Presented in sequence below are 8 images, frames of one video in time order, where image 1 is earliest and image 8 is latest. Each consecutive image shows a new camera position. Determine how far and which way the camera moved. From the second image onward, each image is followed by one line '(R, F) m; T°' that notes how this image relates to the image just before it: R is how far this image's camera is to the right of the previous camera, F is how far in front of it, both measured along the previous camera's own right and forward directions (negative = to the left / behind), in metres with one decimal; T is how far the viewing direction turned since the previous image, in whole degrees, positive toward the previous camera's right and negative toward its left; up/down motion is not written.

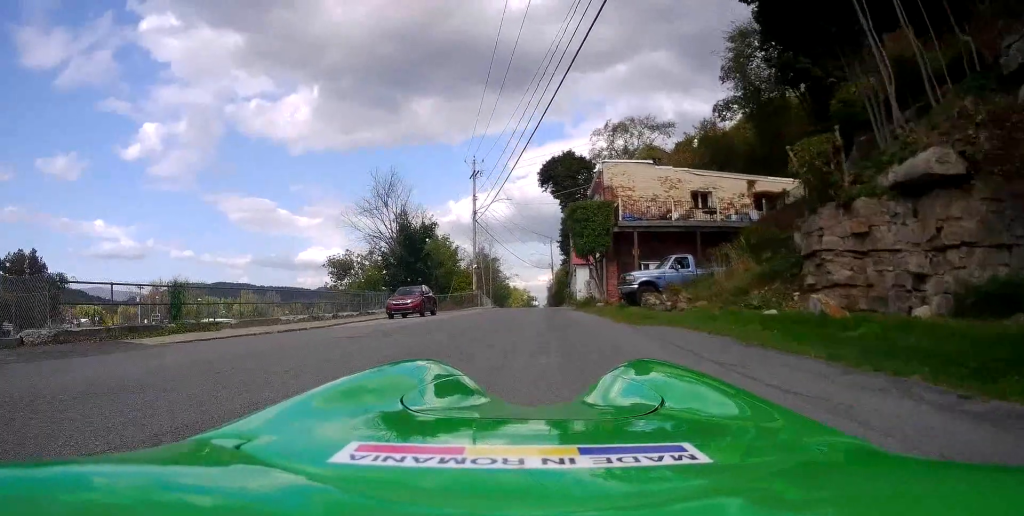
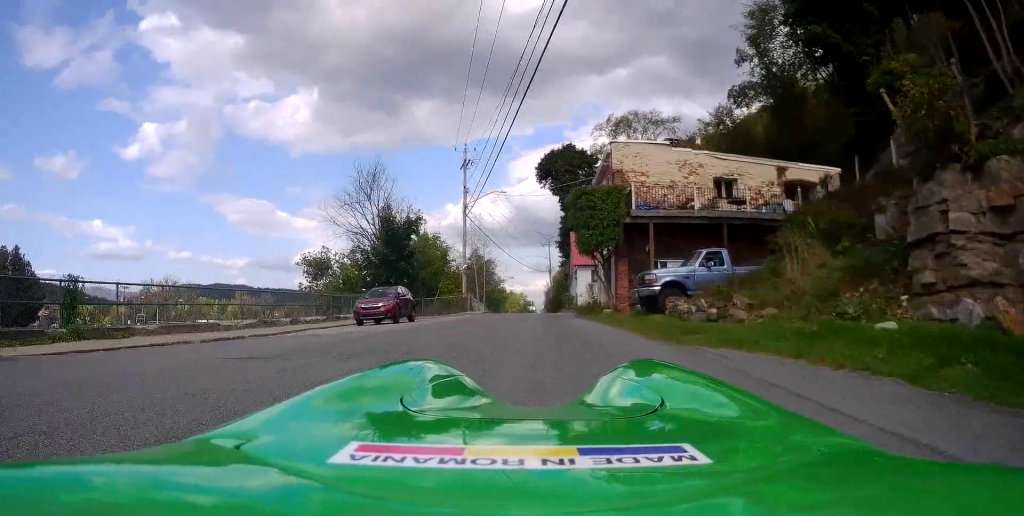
(0.0, +4.6) m; -2°
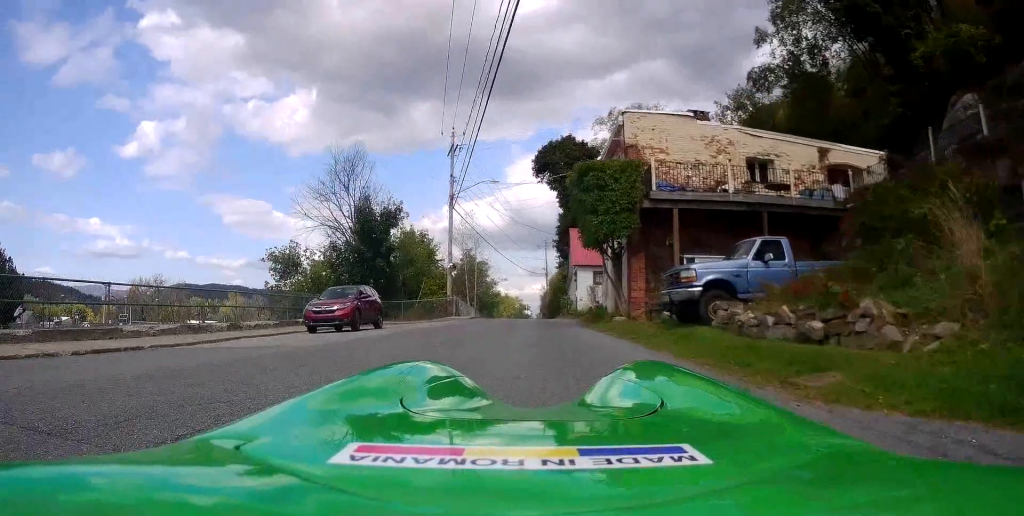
(-0.2, +4.8) m; -2°
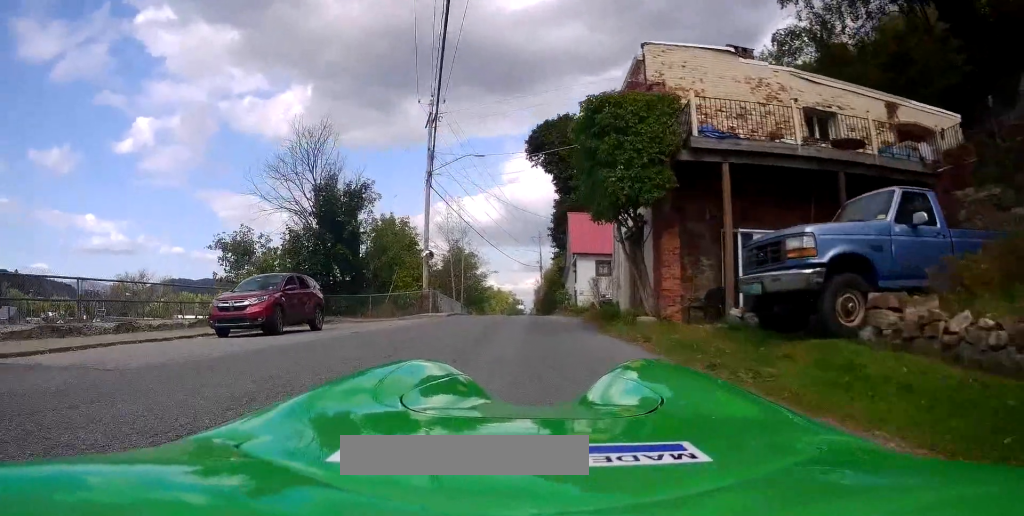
(0.0, +5.7) m; +1°
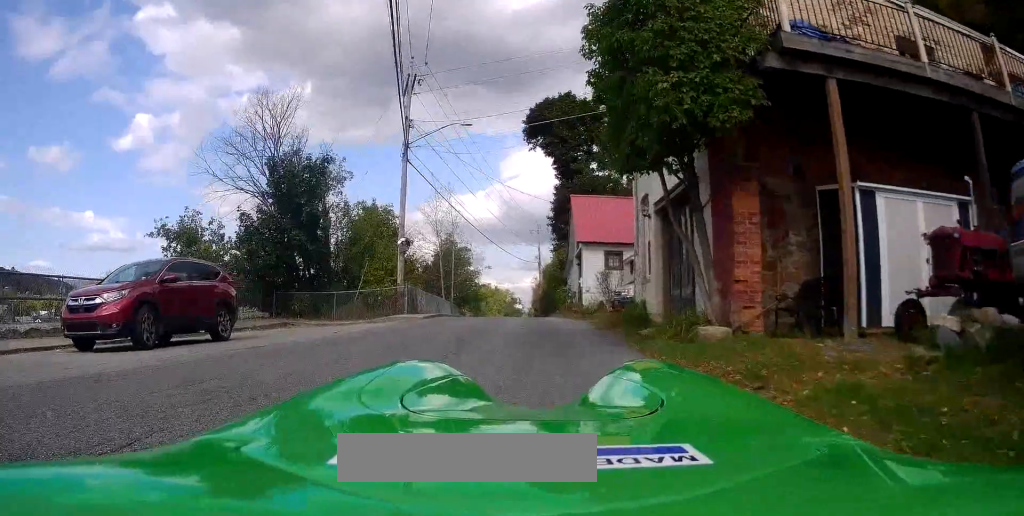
(+0.1, +5.2) m; +6°
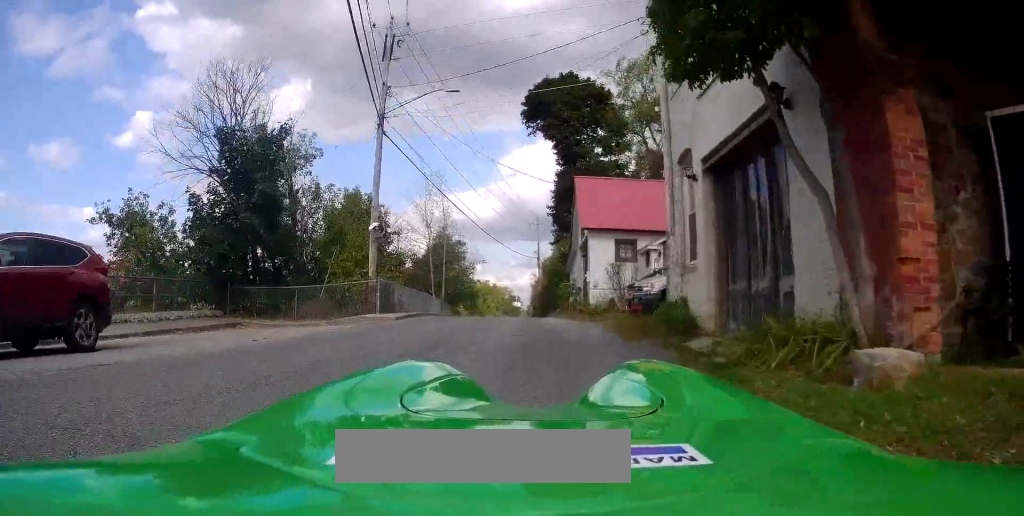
(+0.3, +4.0) m; +3°
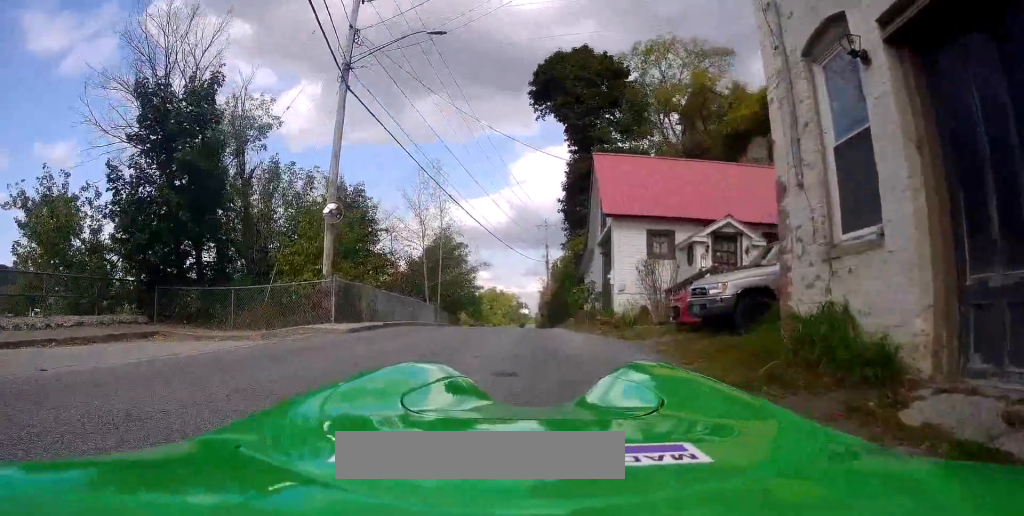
(-0.1, +5.1) m; -8°
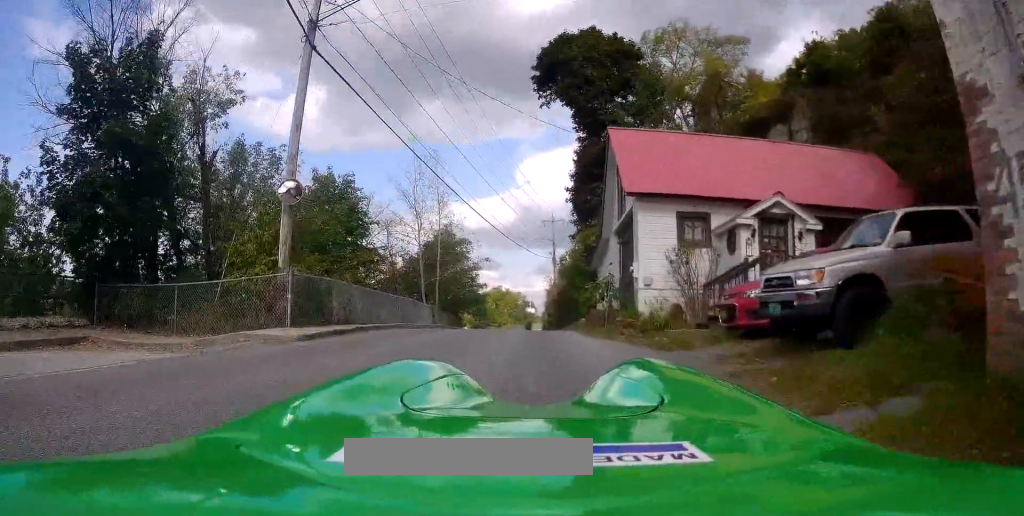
(-0.2, +3.3) m; -6°
